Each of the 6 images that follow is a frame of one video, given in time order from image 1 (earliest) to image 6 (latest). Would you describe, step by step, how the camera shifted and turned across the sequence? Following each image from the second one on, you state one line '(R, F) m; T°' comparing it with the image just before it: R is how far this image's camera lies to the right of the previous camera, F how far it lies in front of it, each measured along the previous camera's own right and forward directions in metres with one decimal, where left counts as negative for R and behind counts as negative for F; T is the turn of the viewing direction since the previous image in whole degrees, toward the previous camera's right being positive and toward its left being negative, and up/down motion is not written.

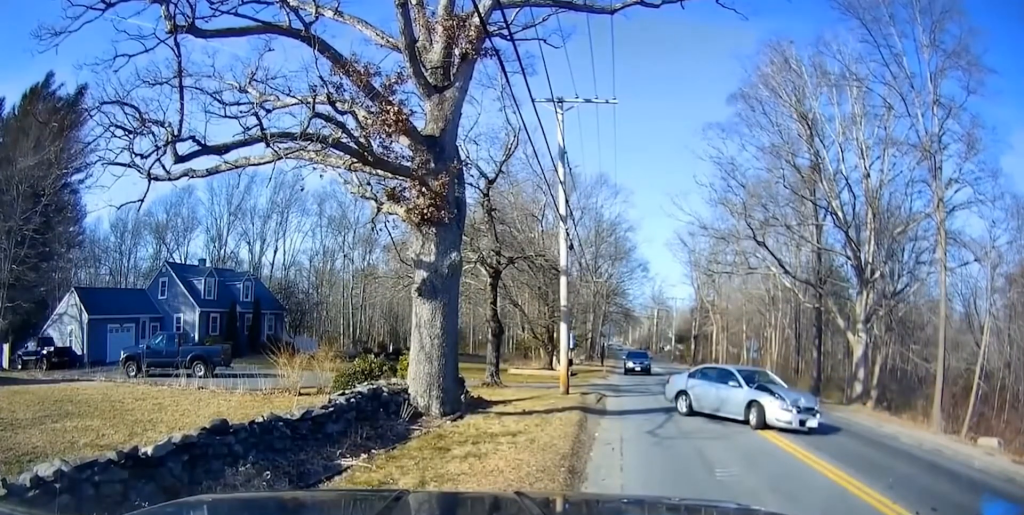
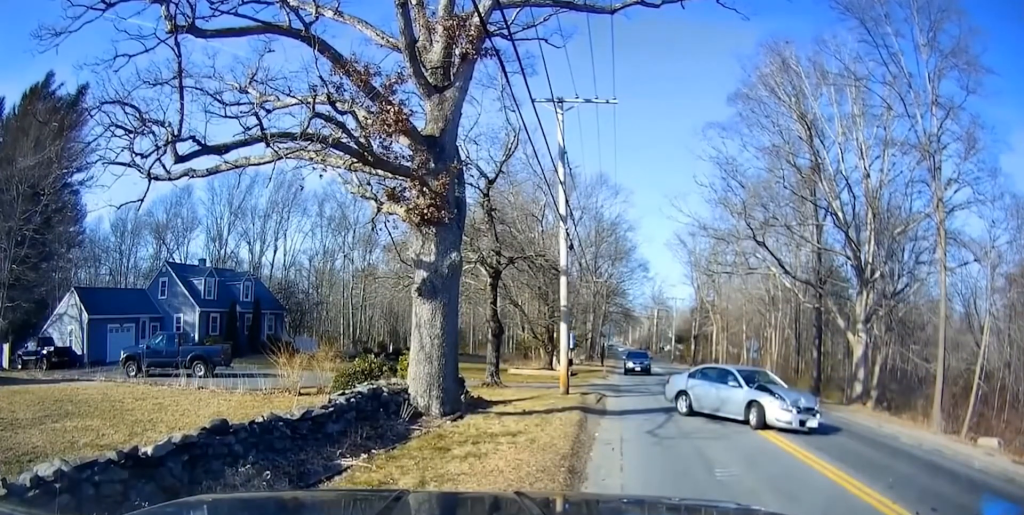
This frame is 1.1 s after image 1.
(0.0, 0.0) m; 0°
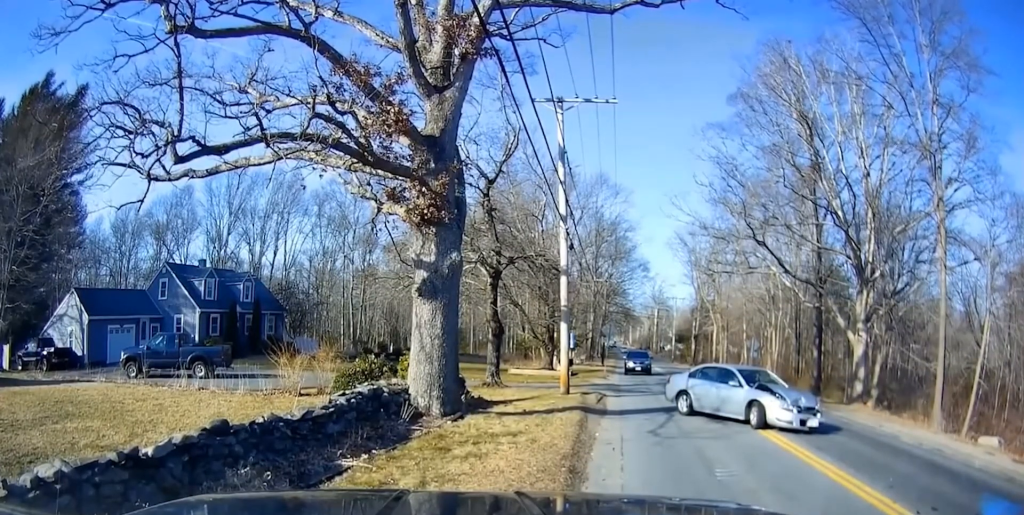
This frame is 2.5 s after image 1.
(0.0, 0.0) m; 0°
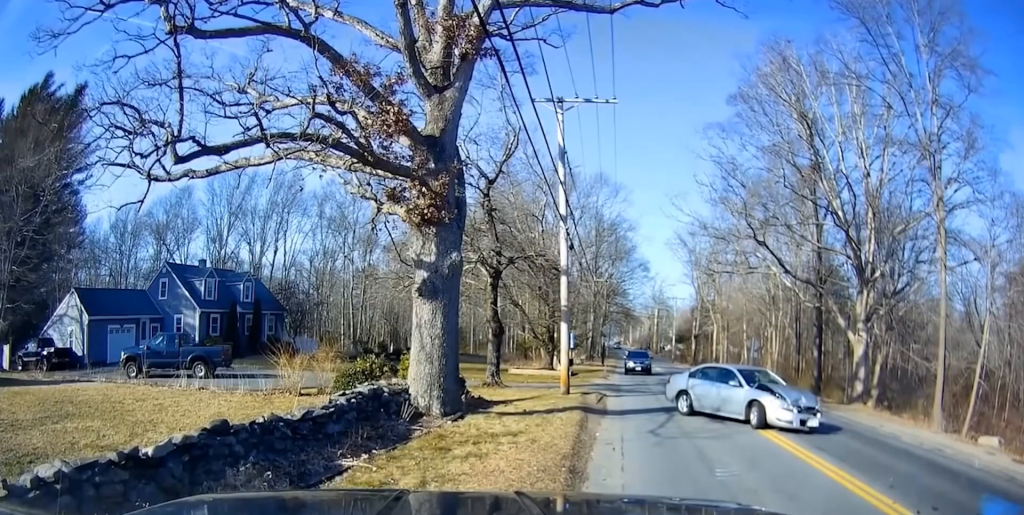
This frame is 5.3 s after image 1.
(0.0, 0.0) m; 0°
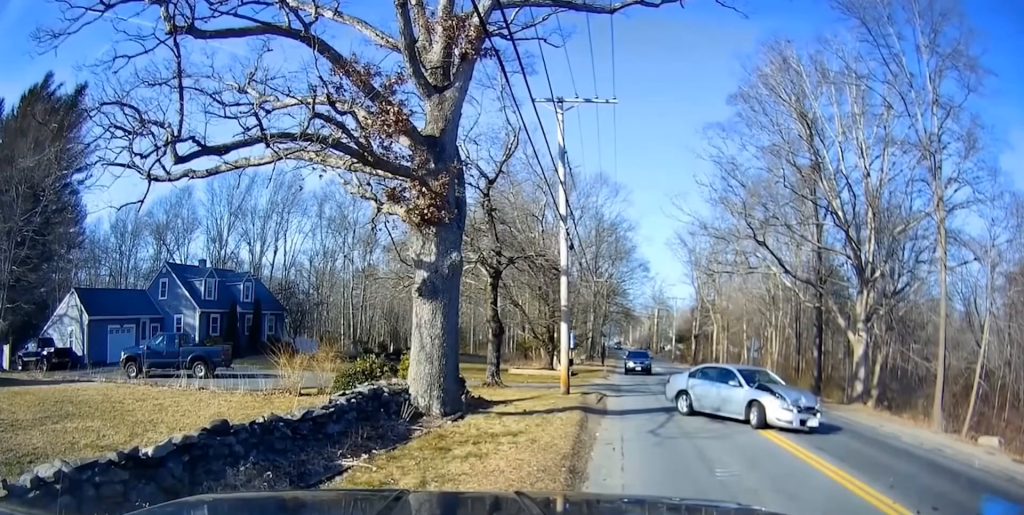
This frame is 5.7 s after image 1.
(0.0, 0.0) m; 0°
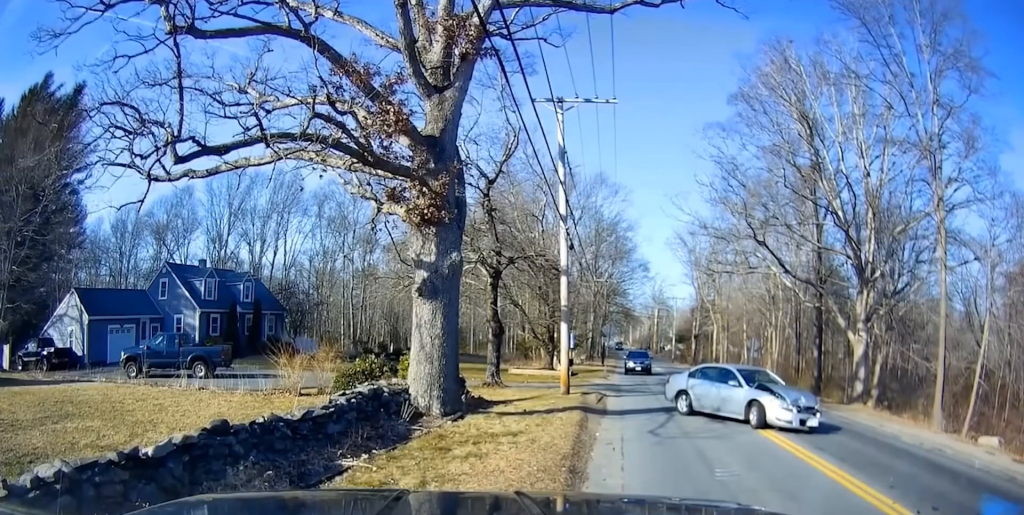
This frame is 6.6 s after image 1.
(0.0, 0.0) m; 0°
